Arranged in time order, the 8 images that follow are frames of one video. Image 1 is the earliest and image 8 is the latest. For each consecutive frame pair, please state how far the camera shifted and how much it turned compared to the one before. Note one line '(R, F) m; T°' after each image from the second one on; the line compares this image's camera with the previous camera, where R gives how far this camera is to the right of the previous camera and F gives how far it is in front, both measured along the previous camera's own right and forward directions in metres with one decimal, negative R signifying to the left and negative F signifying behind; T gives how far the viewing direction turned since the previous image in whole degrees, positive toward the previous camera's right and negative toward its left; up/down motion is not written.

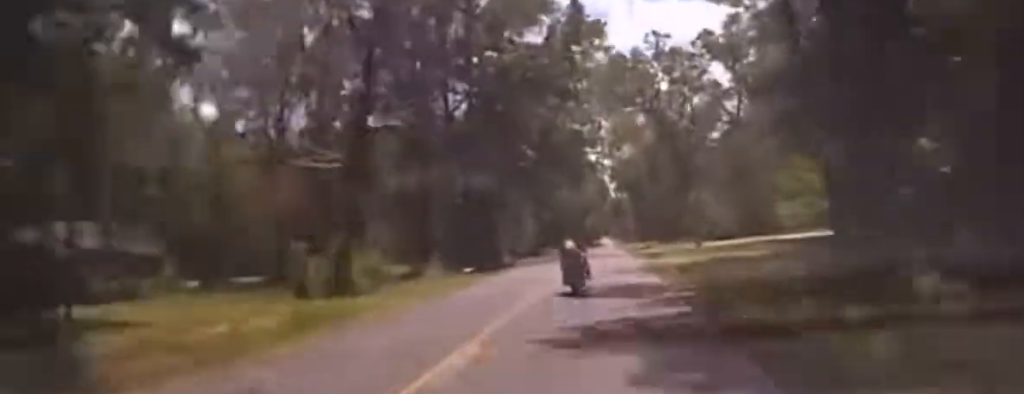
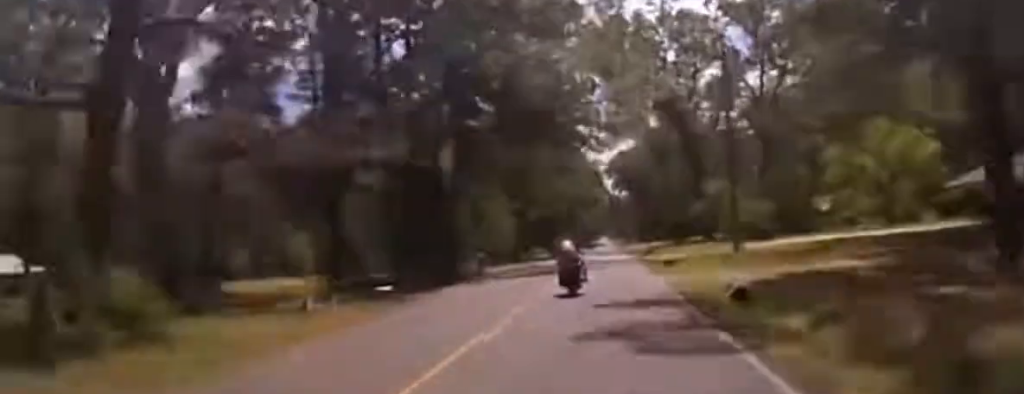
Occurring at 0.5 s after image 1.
(0.0, +19.0) m; 0°
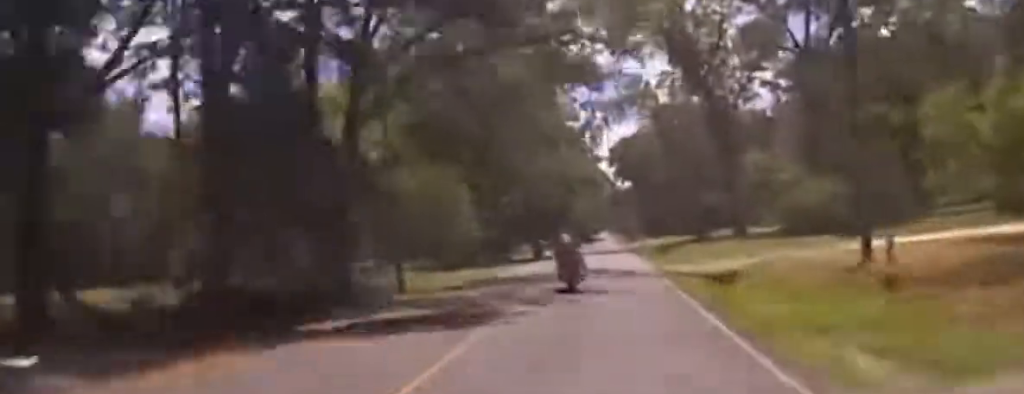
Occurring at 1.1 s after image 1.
(0.0, +22.9) m; 0°
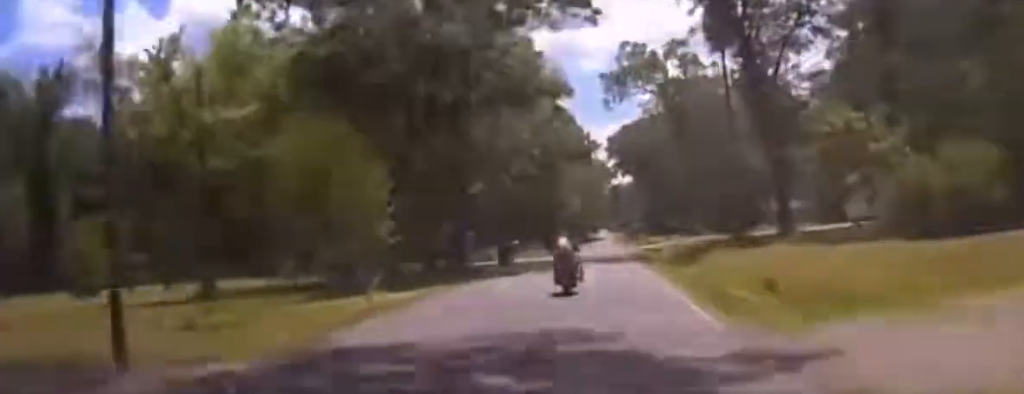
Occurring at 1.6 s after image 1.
(0.0, +21.6) m; 0°
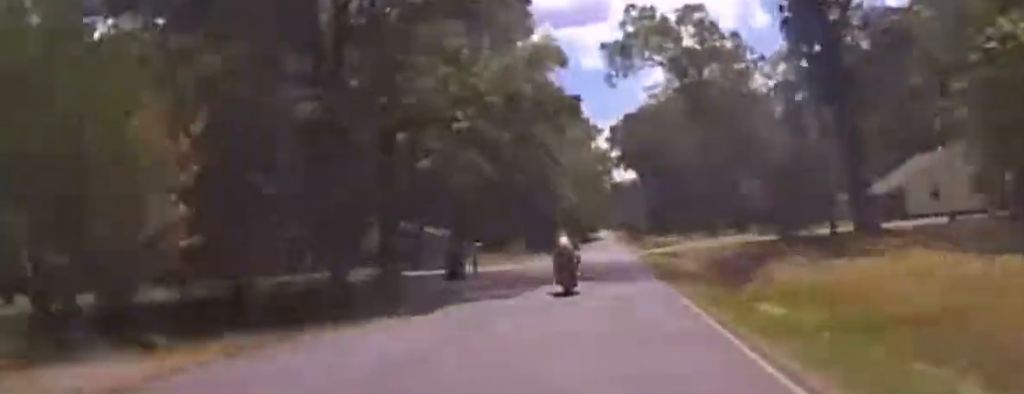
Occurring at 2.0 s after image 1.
(0.0, +17.6) m; 0°
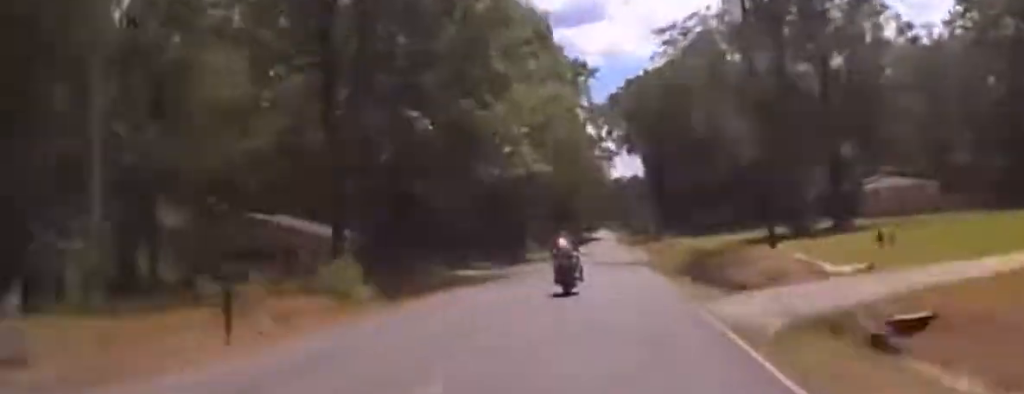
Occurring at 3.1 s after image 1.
(0.0, +42.3) m; 0°
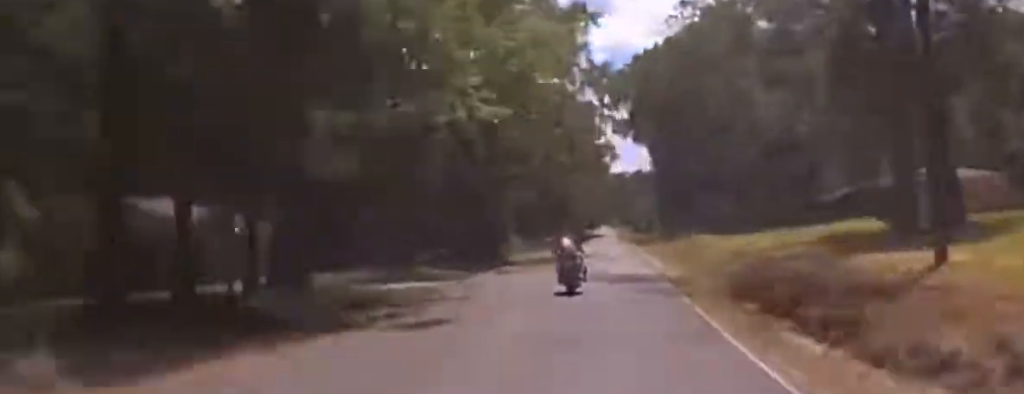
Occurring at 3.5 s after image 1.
(0.0, +18.0) m; 0°
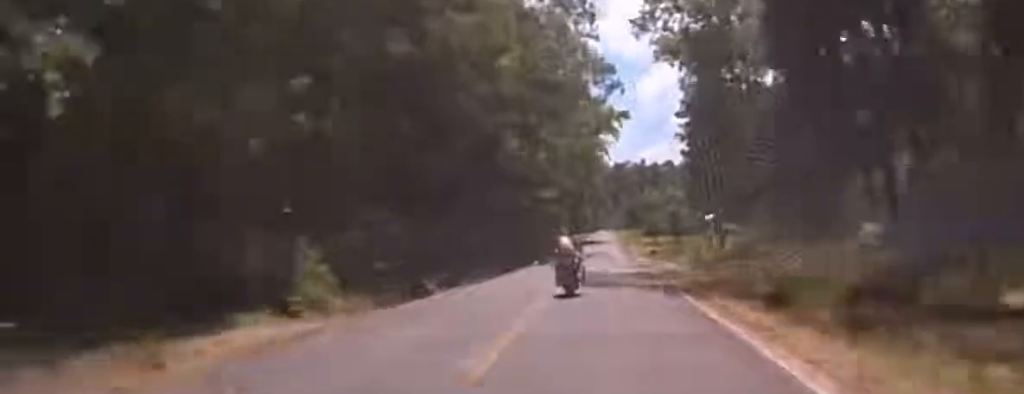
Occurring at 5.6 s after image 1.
(0.0, +88.0) m; 0°
